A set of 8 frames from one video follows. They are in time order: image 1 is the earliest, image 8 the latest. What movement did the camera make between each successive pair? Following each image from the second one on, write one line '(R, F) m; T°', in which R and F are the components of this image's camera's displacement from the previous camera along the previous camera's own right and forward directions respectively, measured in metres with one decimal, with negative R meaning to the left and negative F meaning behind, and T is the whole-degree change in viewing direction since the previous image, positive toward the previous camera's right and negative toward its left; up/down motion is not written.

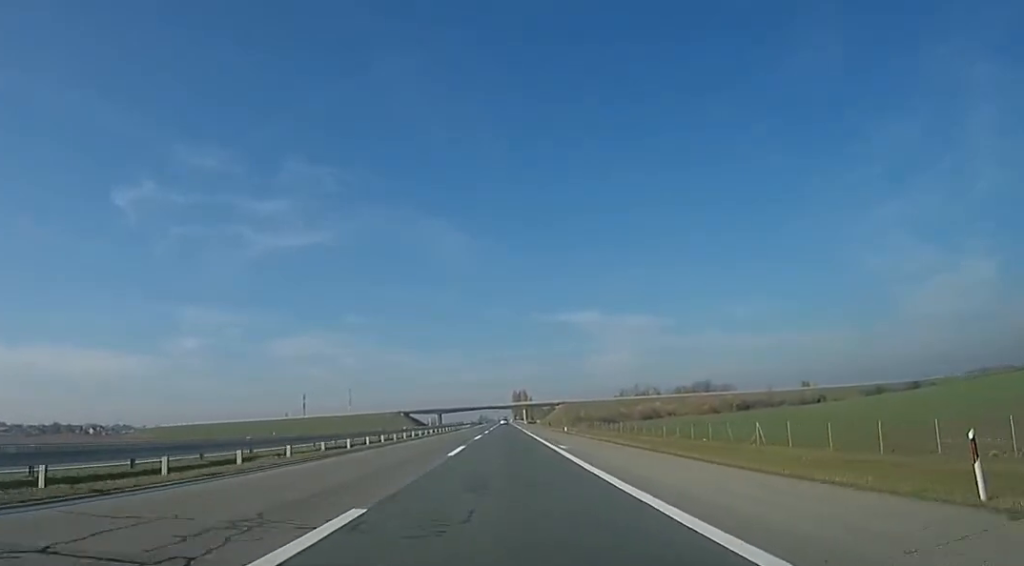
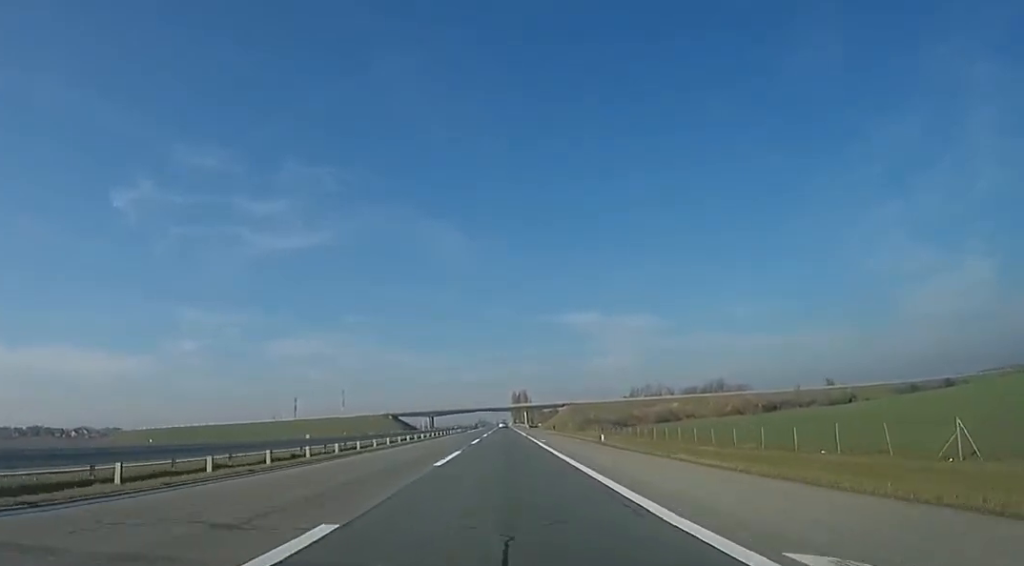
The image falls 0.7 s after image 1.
(-0.4, +21.7) m; -1°
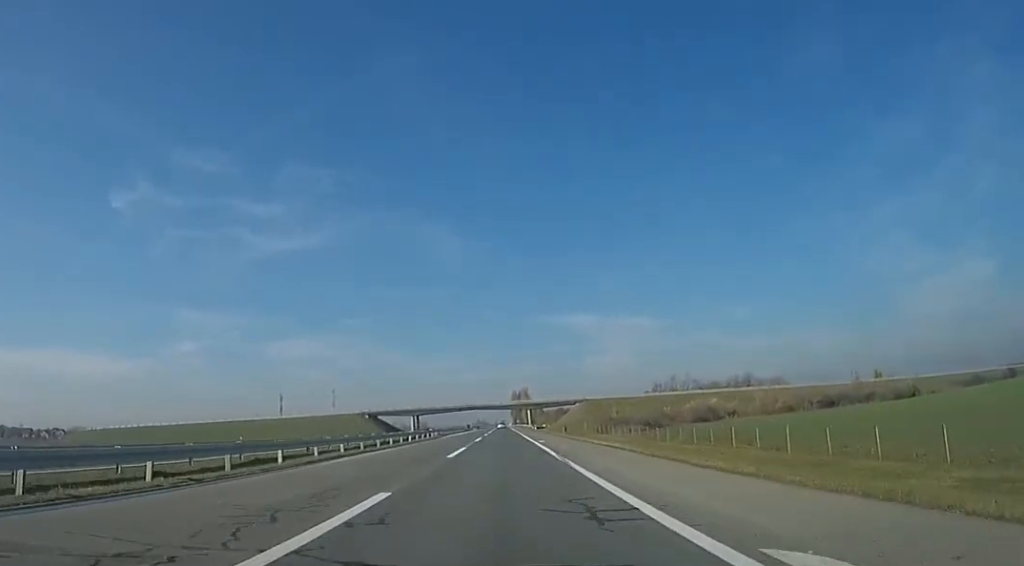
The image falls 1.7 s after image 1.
(-0.3, +34.8) m; 0°
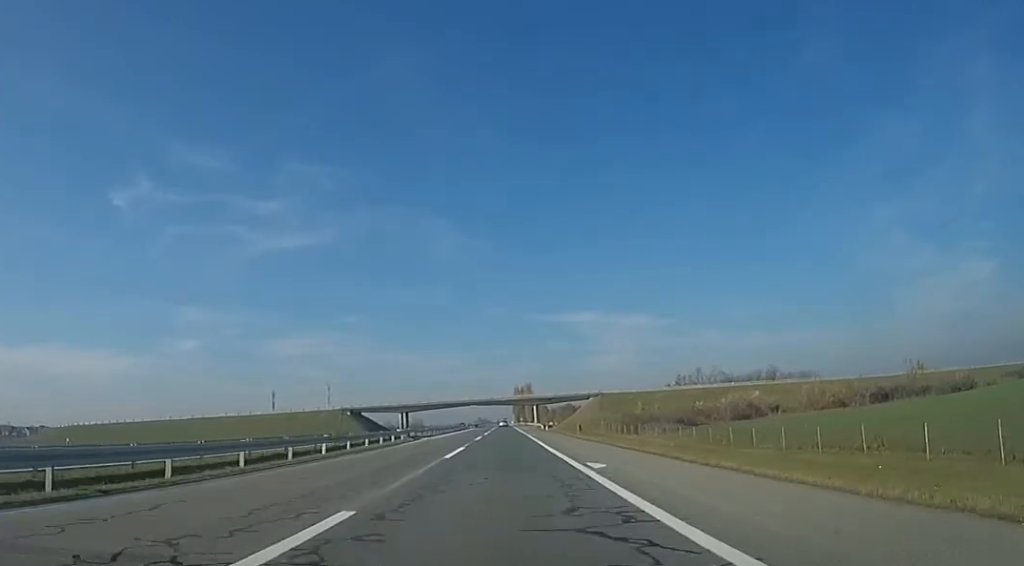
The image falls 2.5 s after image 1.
(0.0, +23.4) m; 0°
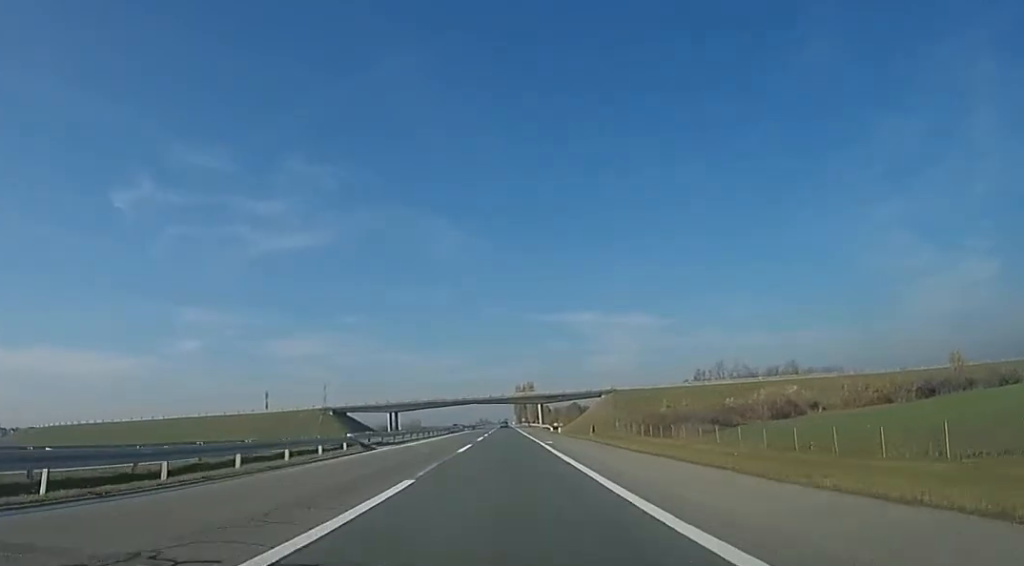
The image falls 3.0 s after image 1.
(0.0, +16.3) m; 0°
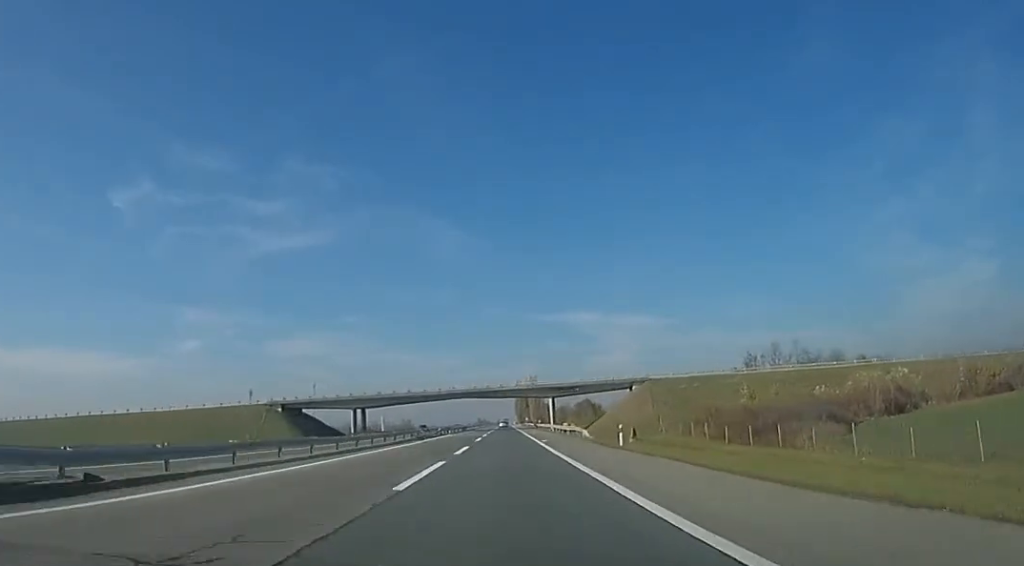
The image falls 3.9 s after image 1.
(0.0, +32.0) m; 0°
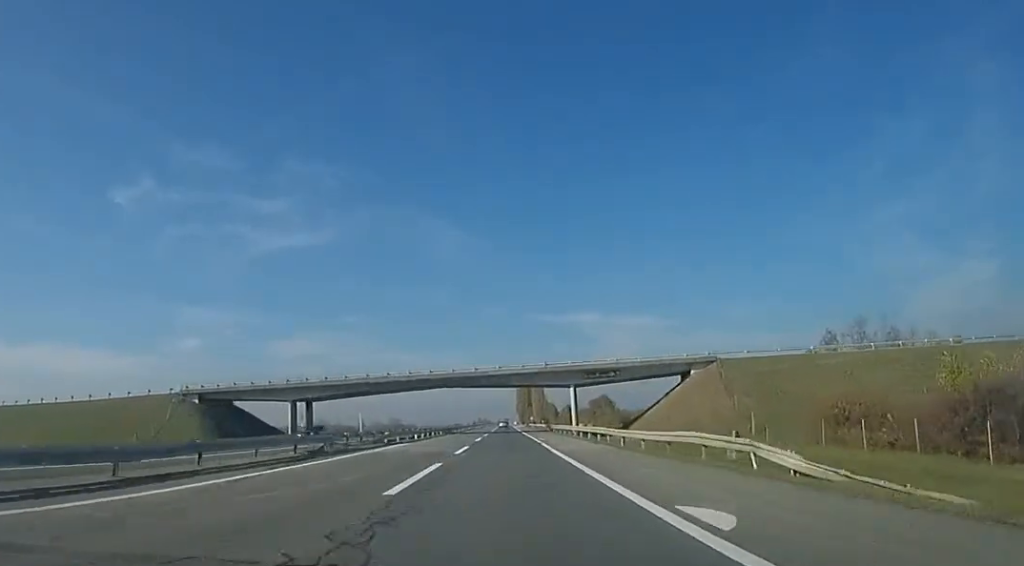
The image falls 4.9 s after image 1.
(0.0, +30.4) m; 0°
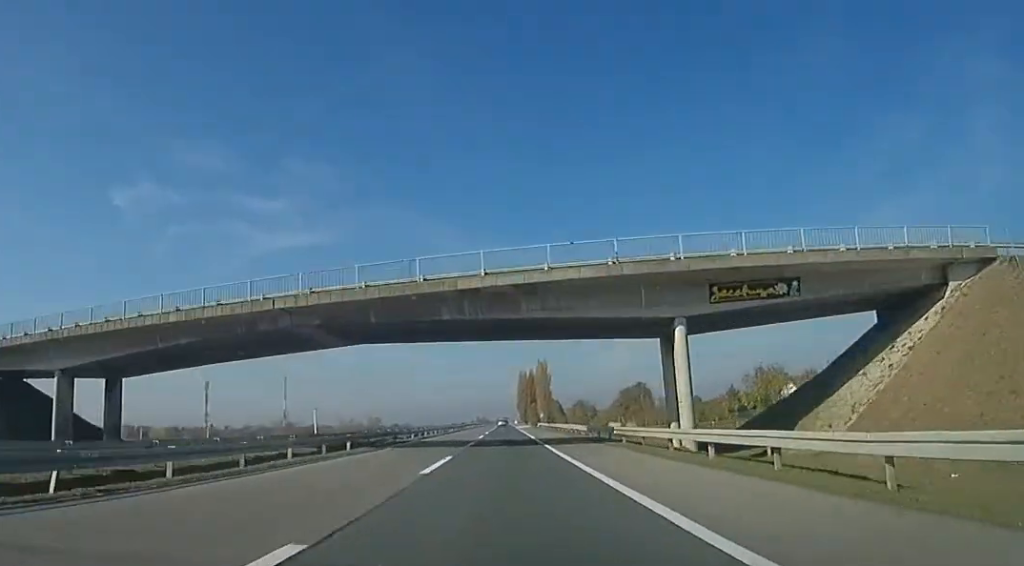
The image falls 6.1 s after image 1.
(0.0, +41.3) m; 0°
